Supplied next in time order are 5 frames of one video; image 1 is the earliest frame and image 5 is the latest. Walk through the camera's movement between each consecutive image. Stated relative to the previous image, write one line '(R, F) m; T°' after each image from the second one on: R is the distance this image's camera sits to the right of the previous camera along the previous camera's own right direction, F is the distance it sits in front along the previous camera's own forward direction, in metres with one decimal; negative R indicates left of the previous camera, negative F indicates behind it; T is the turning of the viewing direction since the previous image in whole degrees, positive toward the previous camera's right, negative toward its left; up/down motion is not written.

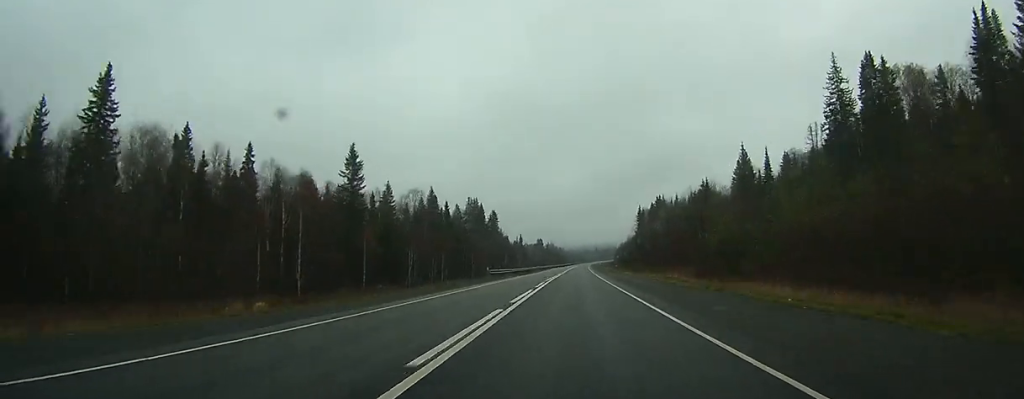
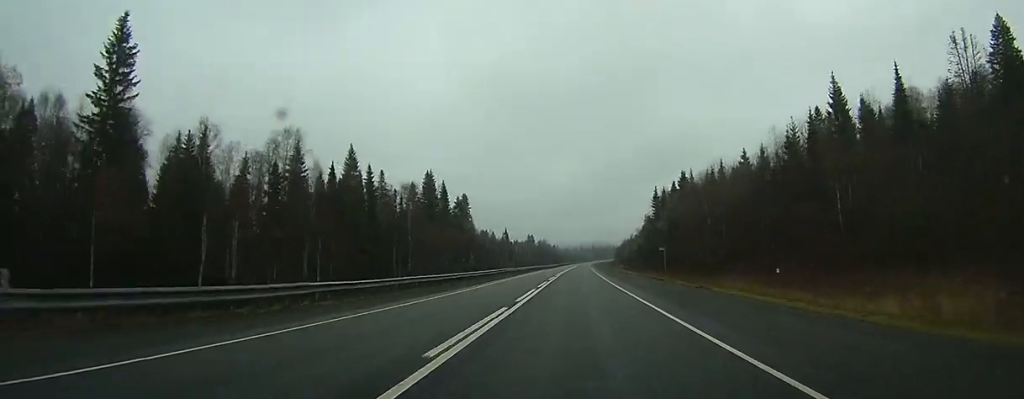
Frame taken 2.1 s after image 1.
(+0.1, +59.3) m; +1°
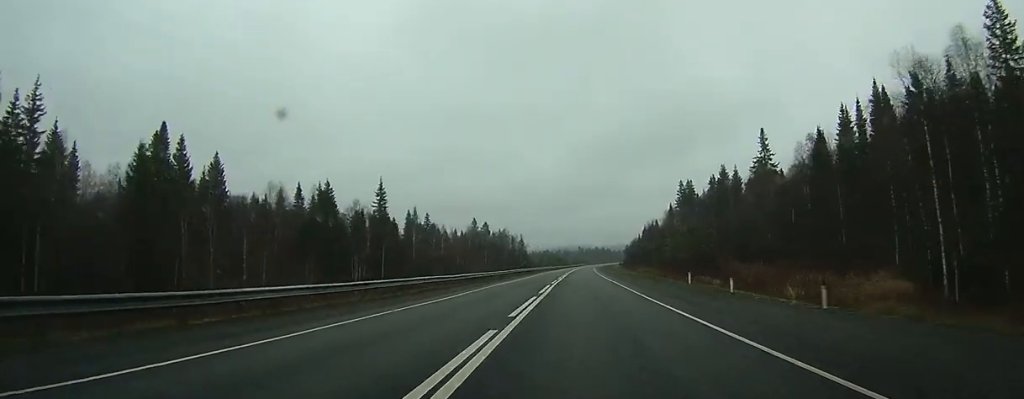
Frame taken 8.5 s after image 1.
(+4.2, +184.7) m; +3°
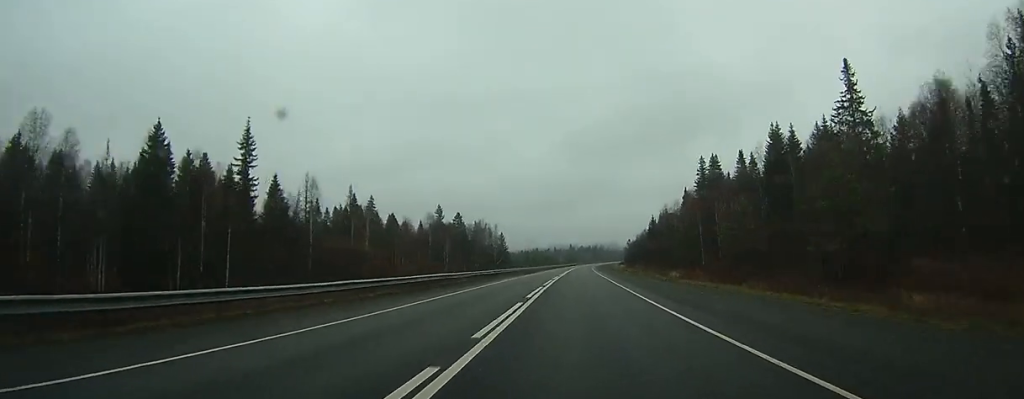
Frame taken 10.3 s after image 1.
(+0.5, +51.6) m; +1°
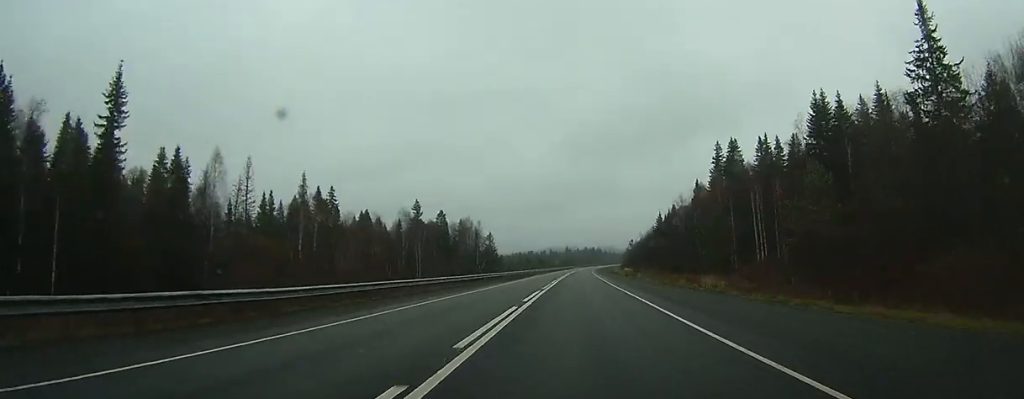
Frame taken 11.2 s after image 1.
(+0.1, +24.9) m; 0°
